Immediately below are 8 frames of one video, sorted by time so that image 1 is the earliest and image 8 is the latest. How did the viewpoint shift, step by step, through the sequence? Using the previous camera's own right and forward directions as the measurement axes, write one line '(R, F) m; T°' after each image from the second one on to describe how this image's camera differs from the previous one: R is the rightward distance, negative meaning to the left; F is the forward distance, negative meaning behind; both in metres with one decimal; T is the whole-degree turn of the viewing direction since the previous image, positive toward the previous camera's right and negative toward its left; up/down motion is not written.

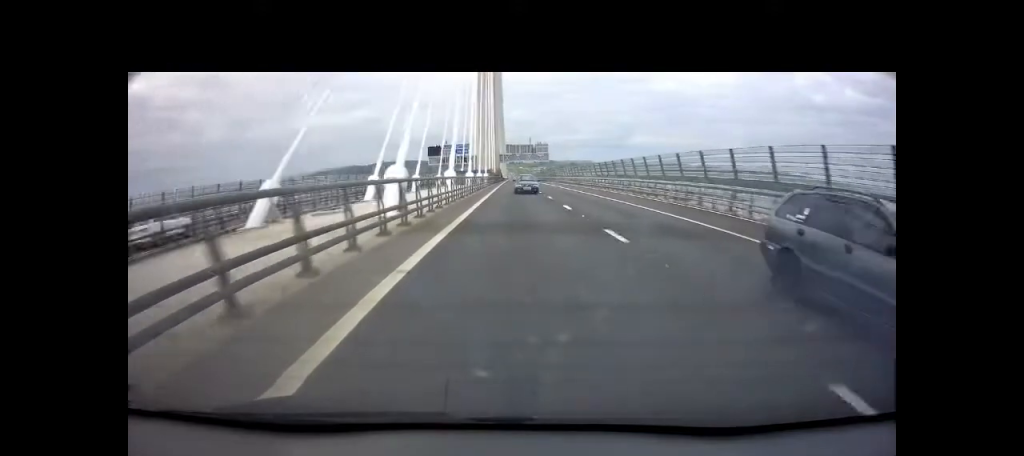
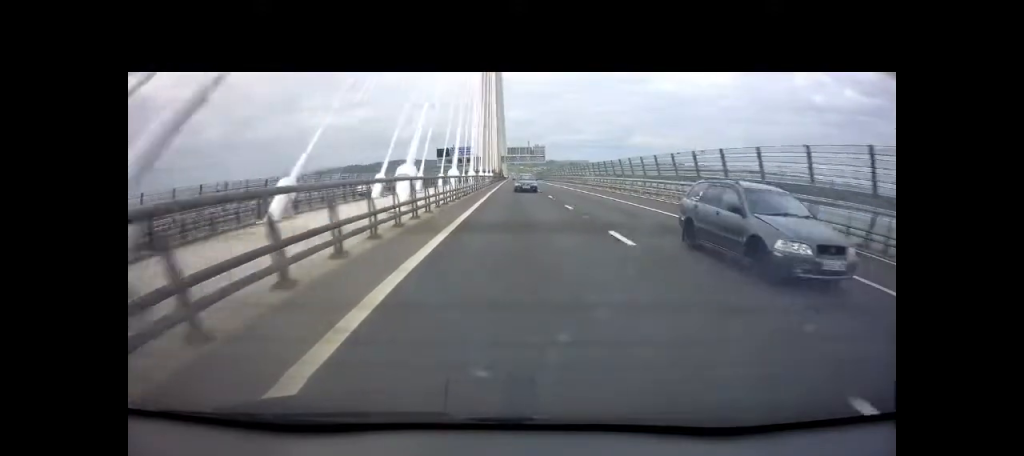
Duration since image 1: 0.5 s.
(+0.1, +17.2) m; 0°
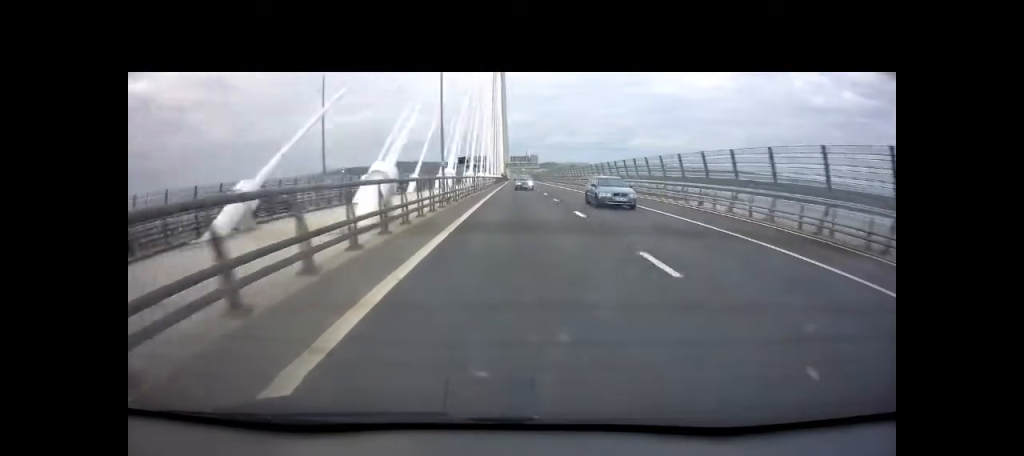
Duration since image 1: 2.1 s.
(-0.1, +59.0) m; -1°
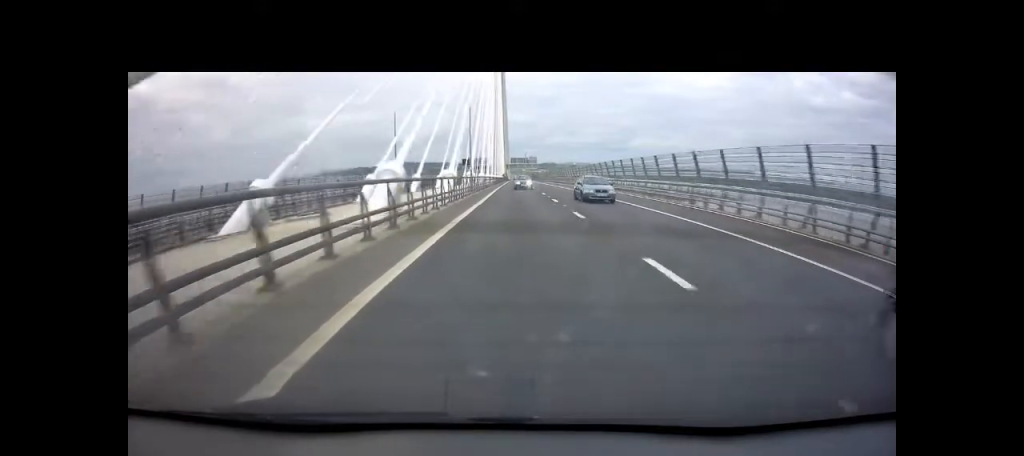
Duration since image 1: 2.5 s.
(-0.1, +17.3) m; 0°
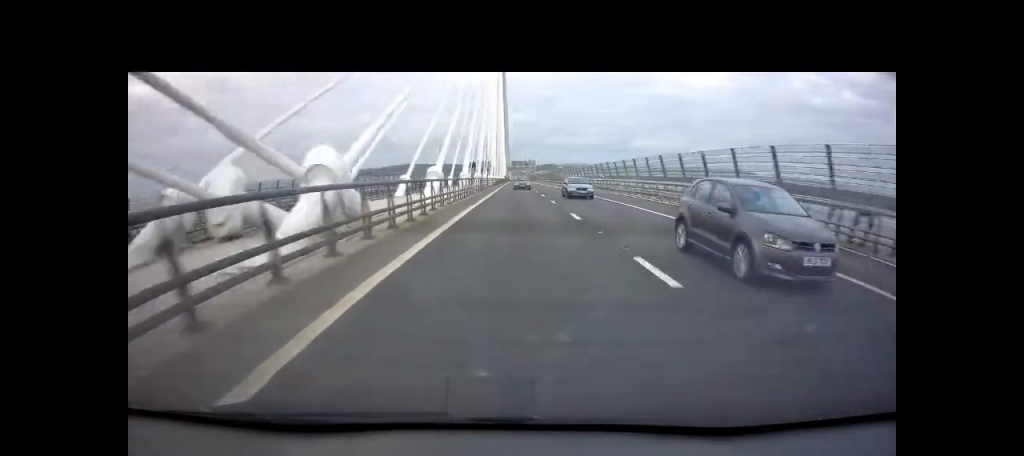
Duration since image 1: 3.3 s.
(-0.1, +27.1) m; 0°
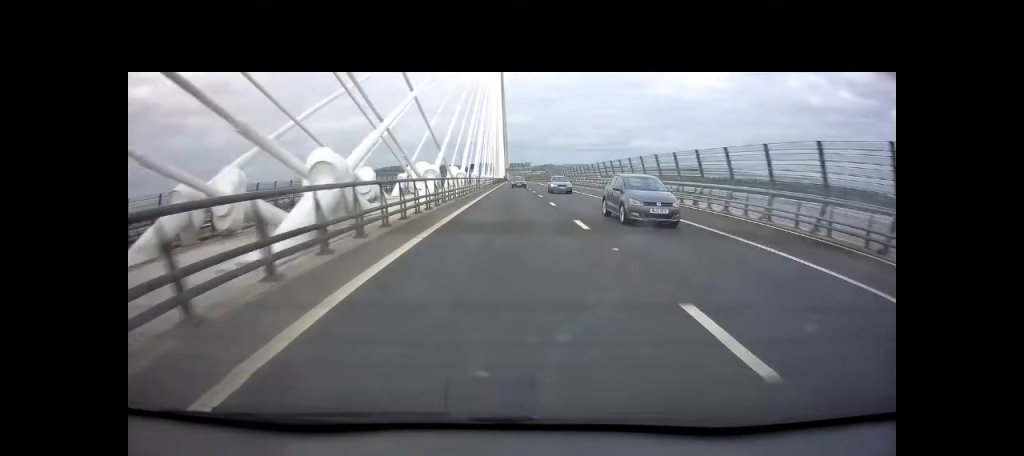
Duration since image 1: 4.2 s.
(0.0, +33.1) m; 0°
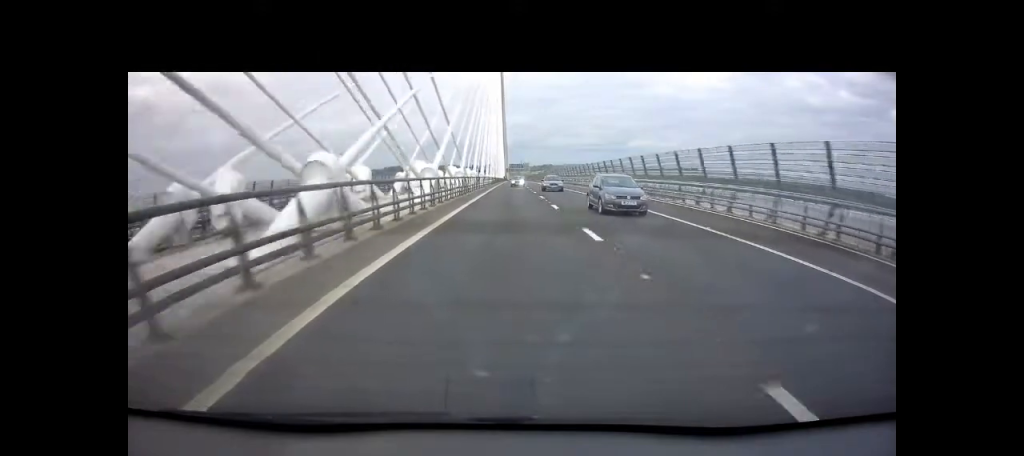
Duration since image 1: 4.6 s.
(0.0, +15.9) m; 0°
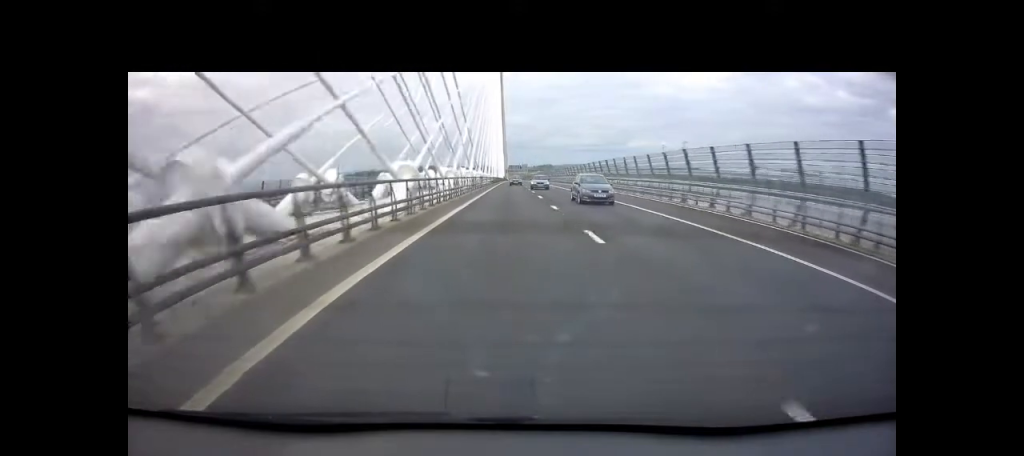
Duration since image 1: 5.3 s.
(0.0, +27.0) m; 0°
